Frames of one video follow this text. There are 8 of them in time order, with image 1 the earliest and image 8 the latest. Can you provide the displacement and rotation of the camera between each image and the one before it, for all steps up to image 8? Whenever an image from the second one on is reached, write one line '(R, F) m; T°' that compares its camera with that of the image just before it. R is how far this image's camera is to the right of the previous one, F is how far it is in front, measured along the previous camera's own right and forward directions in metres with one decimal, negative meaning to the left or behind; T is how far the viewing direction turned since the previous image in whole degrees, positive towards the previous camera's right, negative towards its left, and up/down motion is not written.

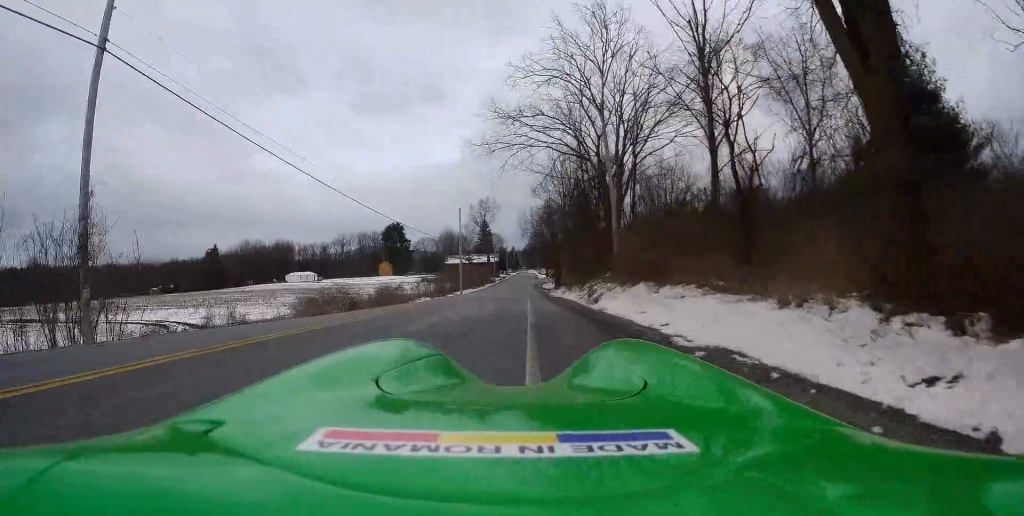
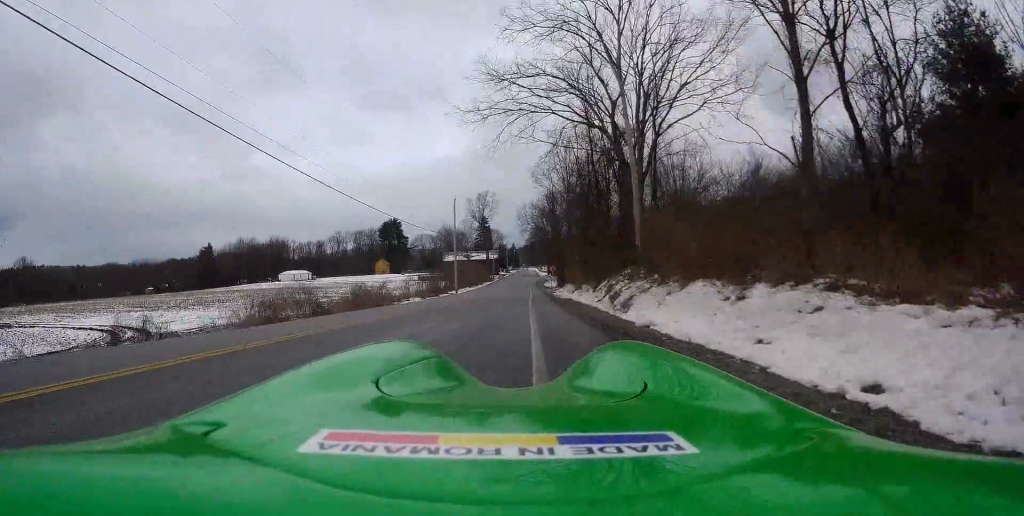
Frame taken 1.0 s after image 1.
(-0.2, +6.4) m; 0°
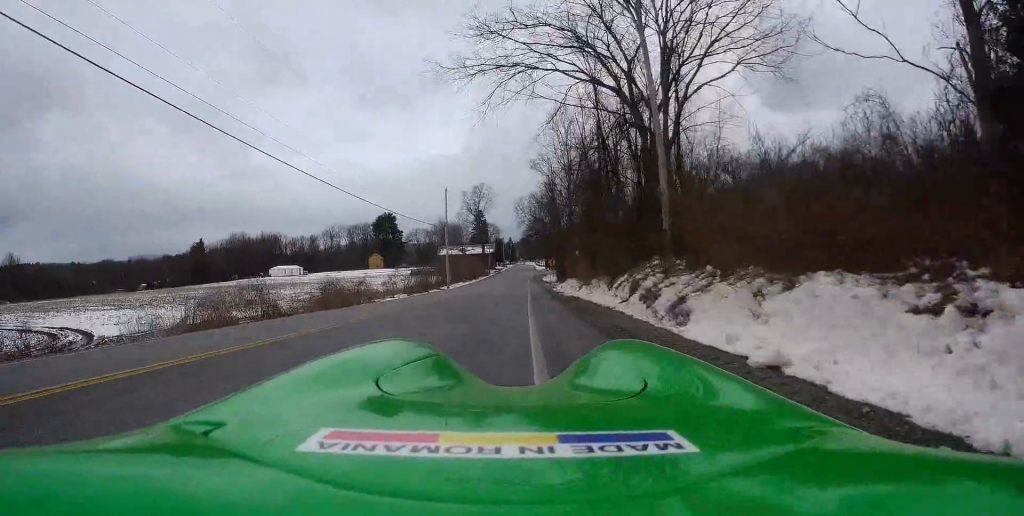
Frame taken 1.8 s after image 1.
(+0.2, +5.7) m; +3°
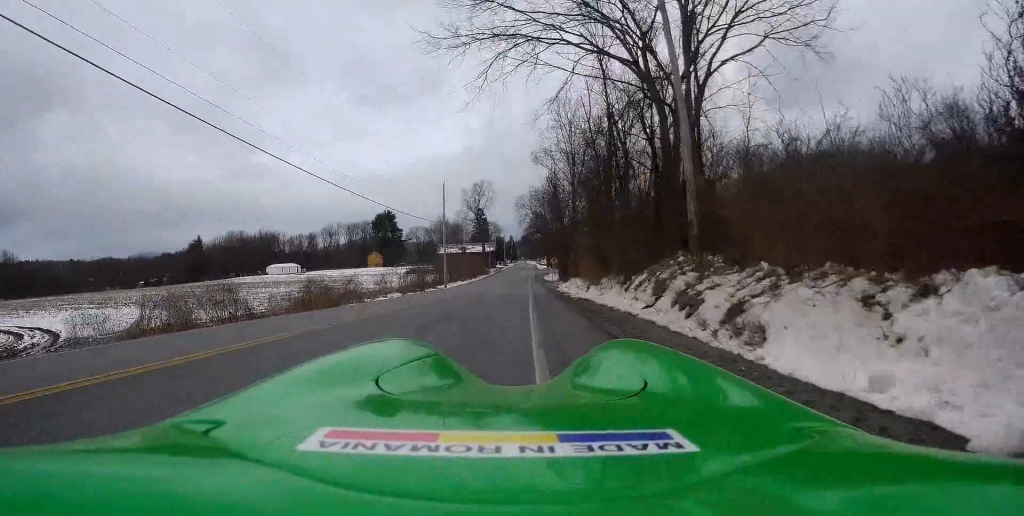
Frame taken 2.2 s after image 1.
(+0.1, +3.3) m; +1°
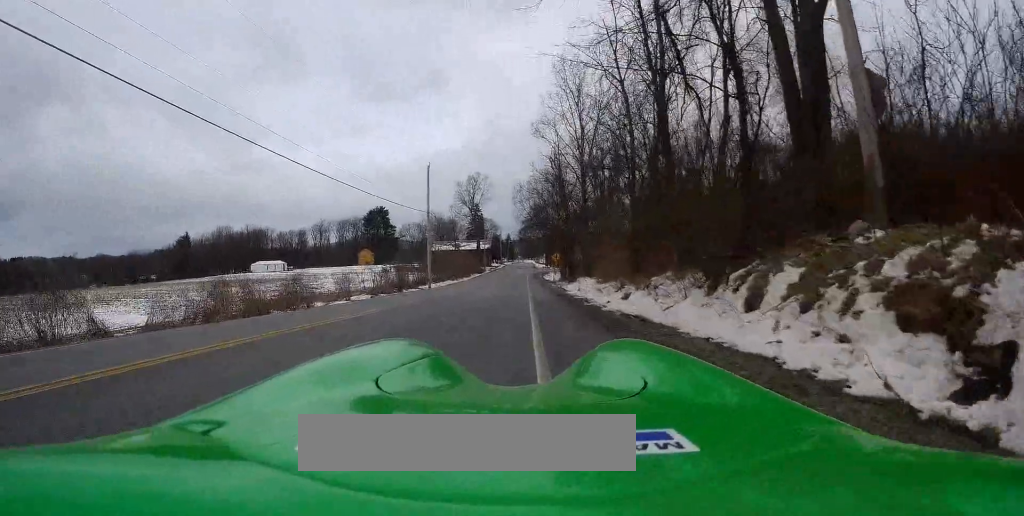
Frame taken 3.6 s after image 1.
(+0.1, +10.1) m; 0°
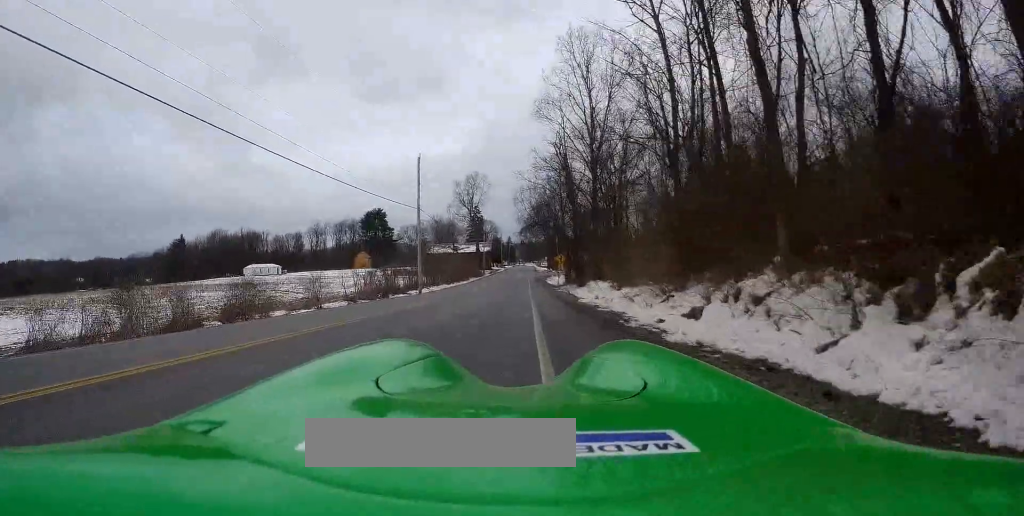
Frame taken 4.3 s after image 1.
(0.0, +5.8) m; -1°
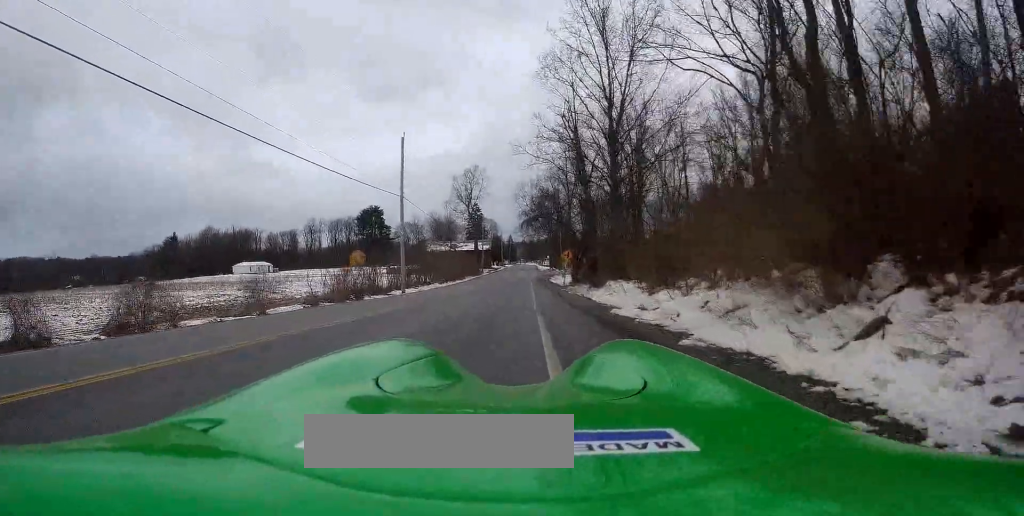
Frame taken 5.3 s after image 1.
(-0.1, +7.6) m; -2°
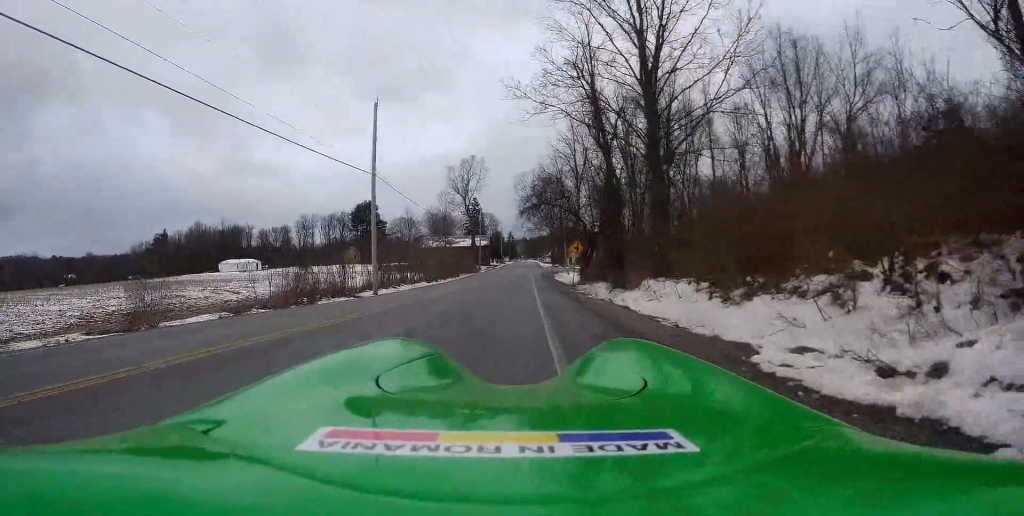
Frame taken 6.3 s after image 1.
(-0.2, +8.5) m; +1°
